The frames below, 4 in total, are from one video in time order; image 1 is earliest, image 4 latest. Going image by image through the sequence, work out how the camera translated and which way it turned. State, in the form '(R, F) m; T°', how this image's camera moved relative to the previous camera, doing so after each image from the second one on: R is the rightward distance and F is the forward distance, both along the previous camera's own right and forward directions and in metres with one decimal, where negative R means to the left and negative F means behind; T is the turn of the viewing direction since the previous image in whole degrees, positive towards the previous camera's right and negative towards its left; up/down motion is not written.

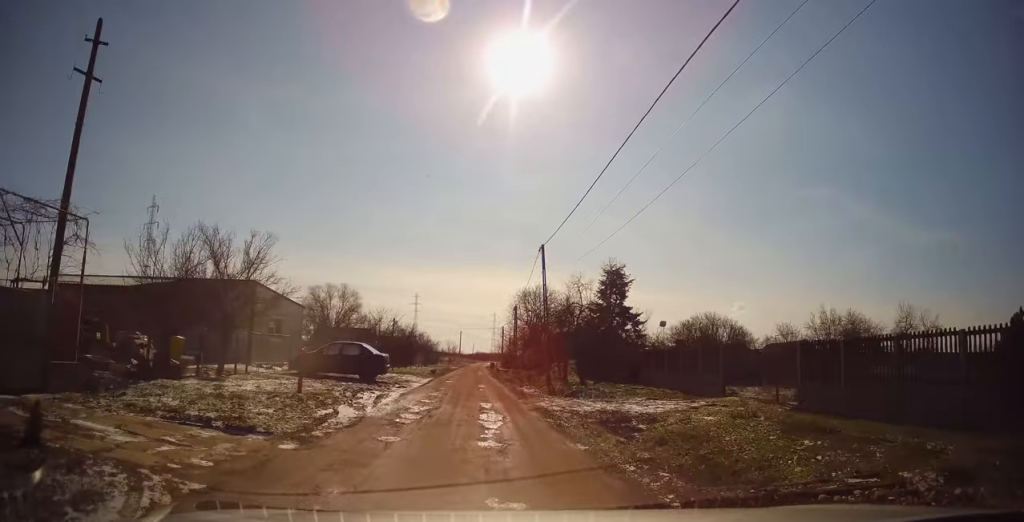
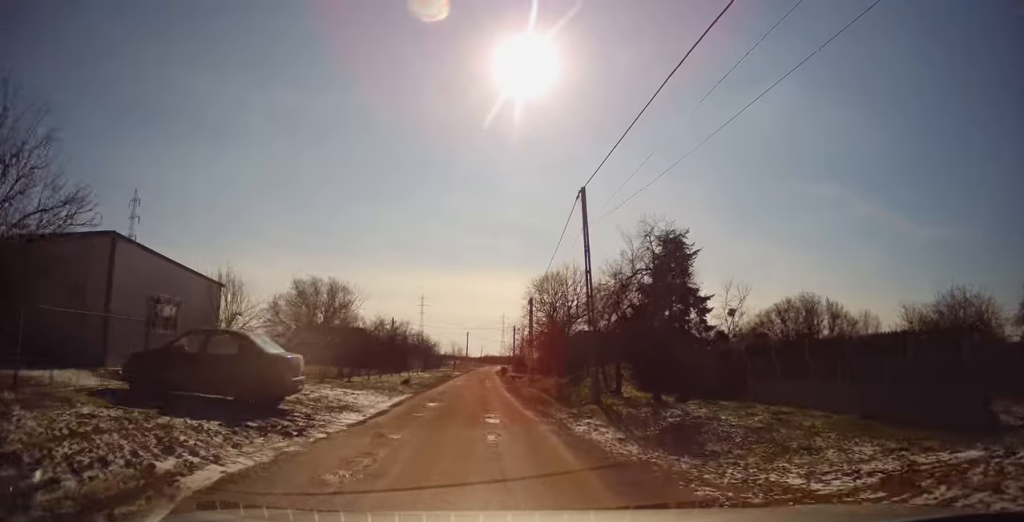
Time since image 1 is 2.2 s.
(+0.7, +11.5) m; +3°
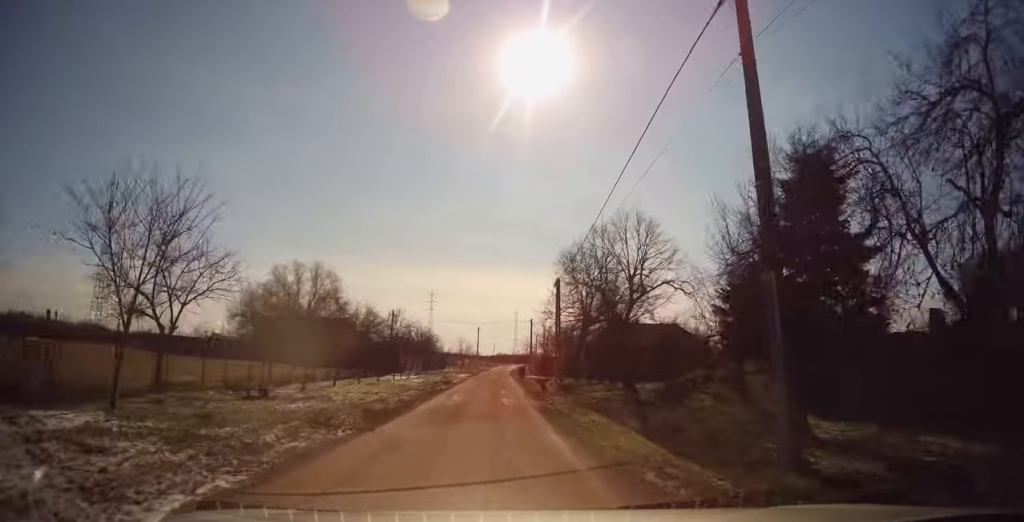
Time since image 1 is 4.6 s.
(-0.8, +13.7) m; -3°
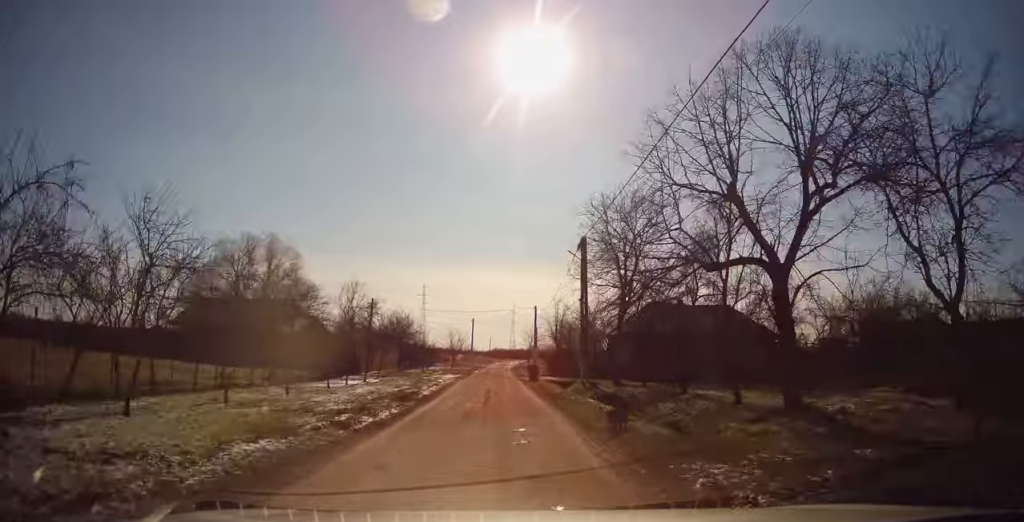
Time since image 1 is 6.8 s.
(+0.6, +13.7) m; +4°
